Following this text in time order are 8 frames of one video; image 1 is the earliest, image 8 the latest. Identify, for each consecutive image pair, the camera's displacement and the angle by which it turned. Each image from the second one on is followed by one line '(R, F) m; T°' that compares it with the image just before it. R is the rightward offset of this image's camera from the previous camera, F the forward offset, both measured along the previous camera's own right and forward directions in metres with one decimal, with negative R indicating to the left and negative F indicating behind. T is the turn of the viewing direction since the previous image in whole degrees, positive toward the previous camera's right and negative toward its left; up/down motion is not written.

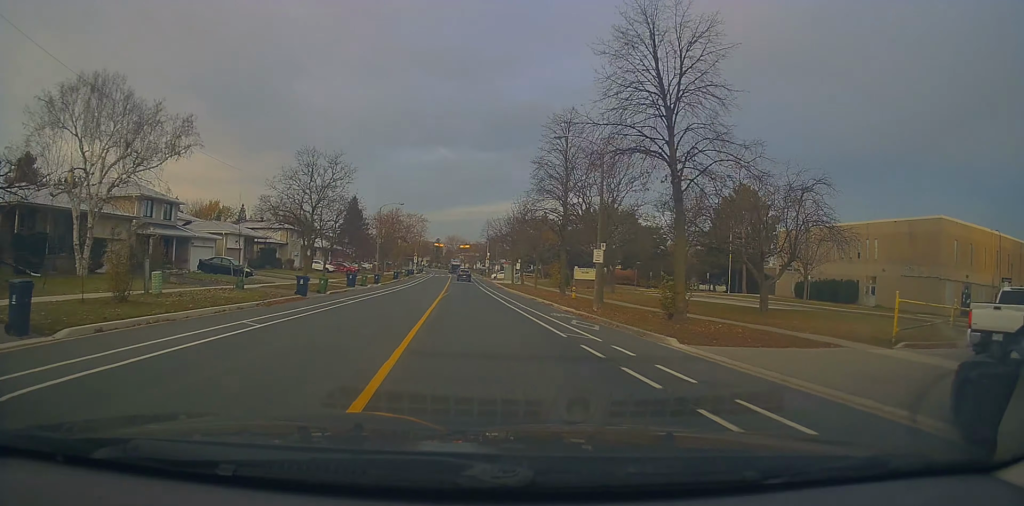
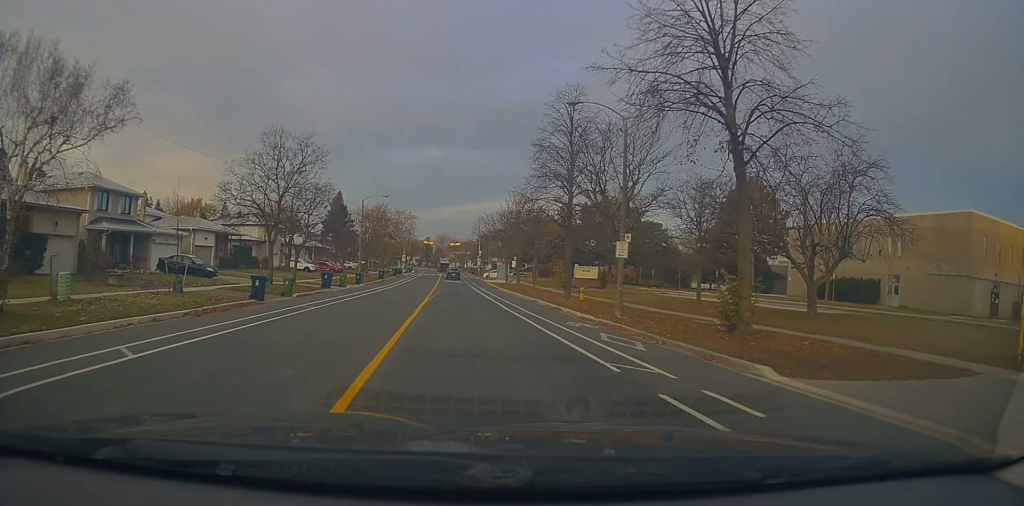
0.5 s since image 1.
(+0.2, +4.7) m; +2°
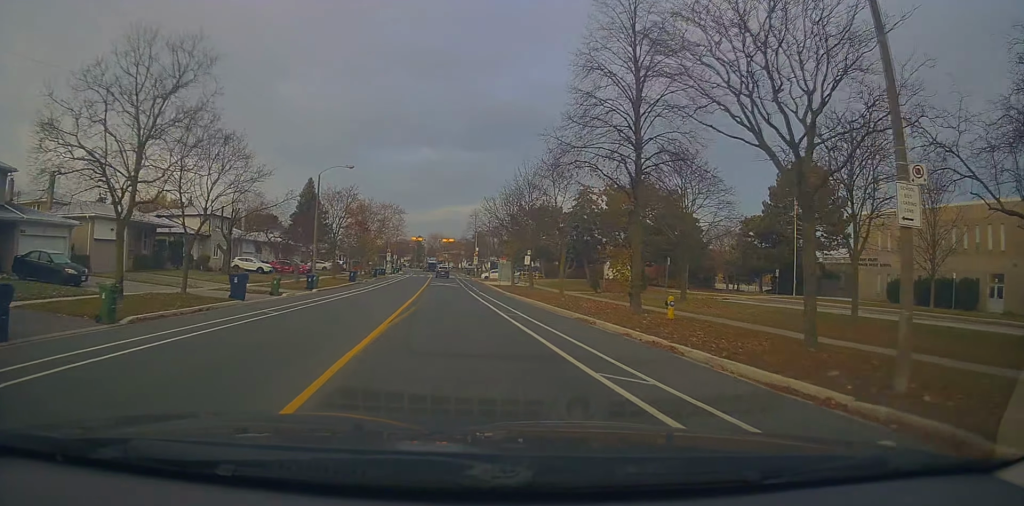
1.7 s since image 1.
(+0.3, +13.2) m; +1°
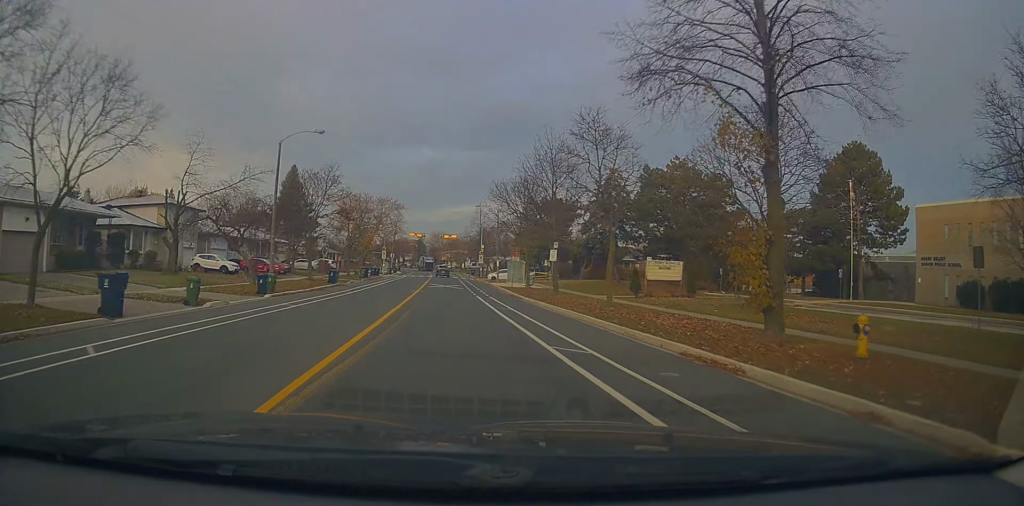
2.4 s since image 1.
(0.0, +8.9) m; 0°
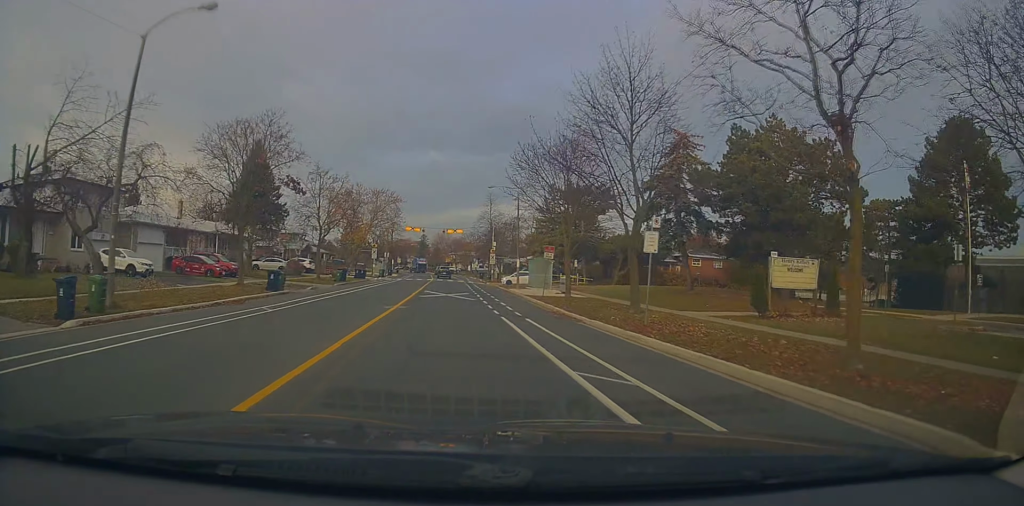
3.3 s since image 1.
(0.0, +13.6) m; 0°
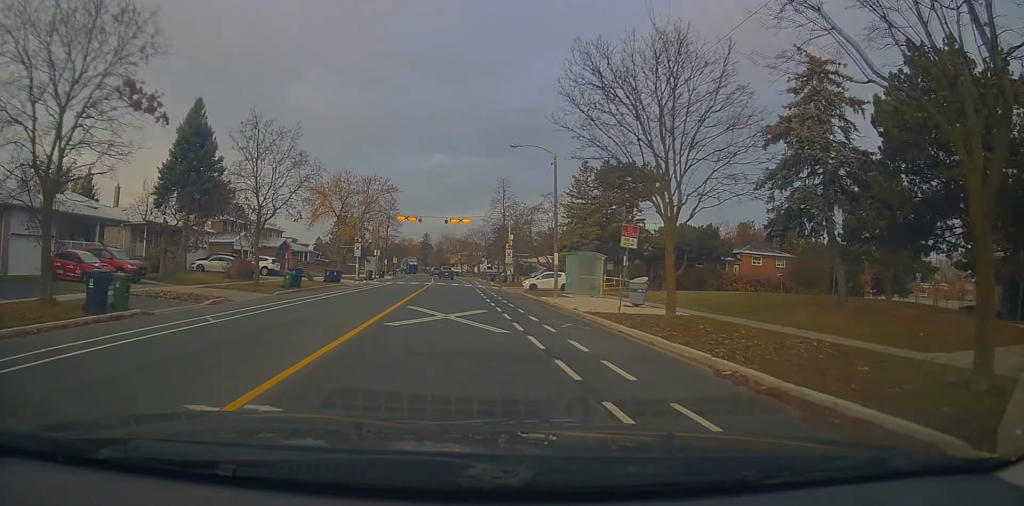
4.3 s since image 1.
(0.0, +14.4) m; 0°
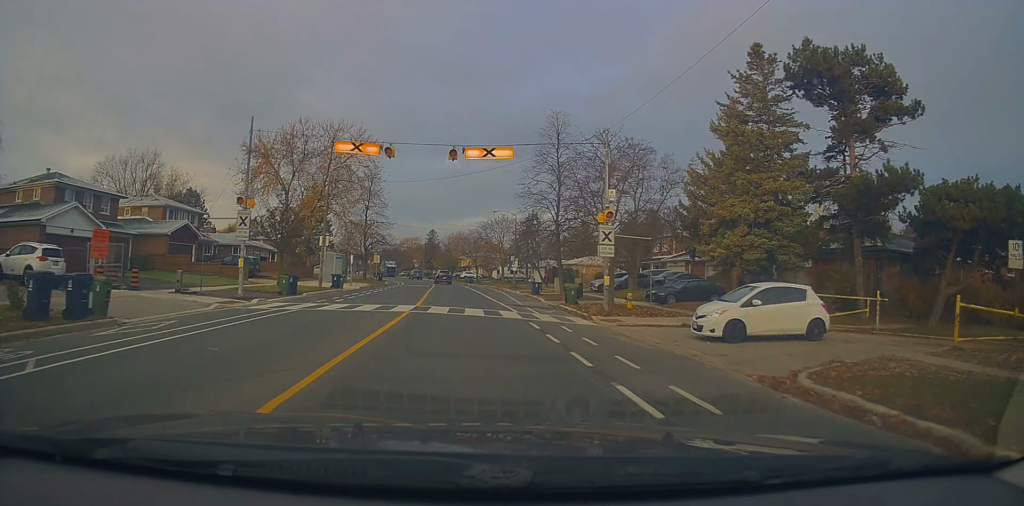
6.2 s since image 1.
(-0.3, +30.9) m; -2°
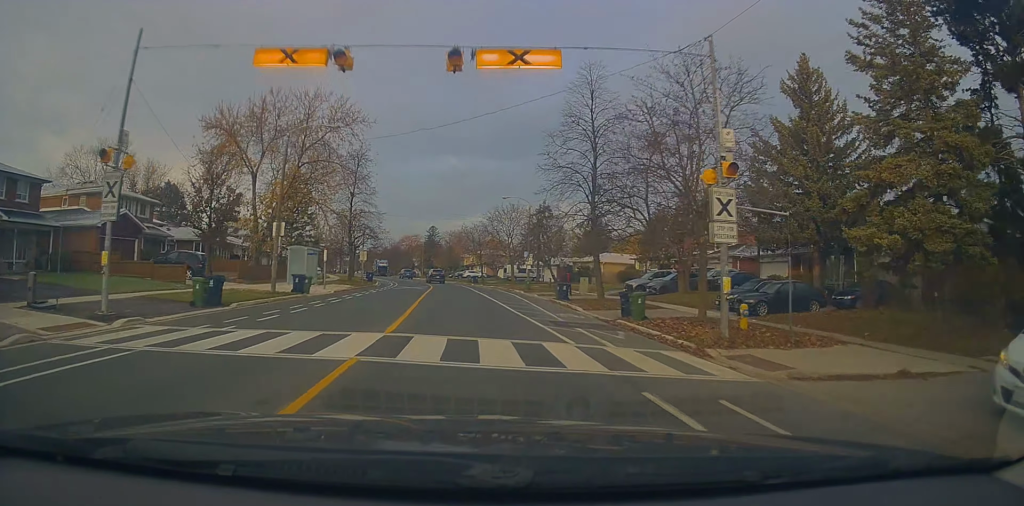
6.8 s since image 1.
(-0.3, +10.1) m; 0°
